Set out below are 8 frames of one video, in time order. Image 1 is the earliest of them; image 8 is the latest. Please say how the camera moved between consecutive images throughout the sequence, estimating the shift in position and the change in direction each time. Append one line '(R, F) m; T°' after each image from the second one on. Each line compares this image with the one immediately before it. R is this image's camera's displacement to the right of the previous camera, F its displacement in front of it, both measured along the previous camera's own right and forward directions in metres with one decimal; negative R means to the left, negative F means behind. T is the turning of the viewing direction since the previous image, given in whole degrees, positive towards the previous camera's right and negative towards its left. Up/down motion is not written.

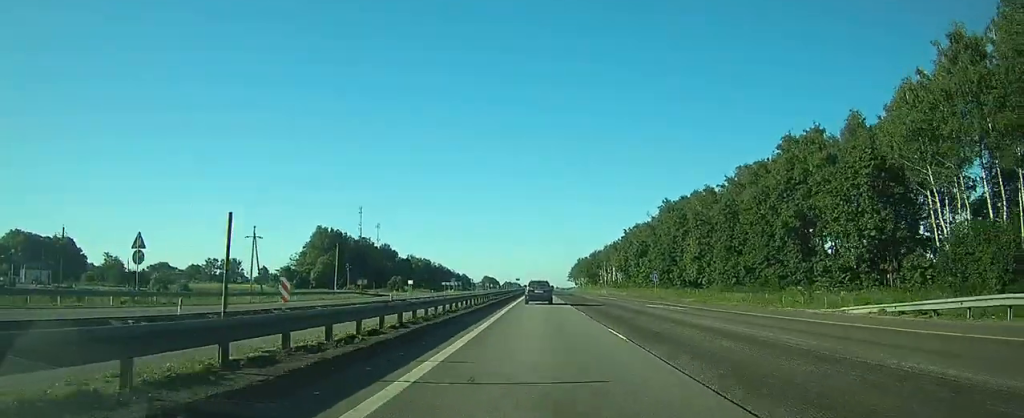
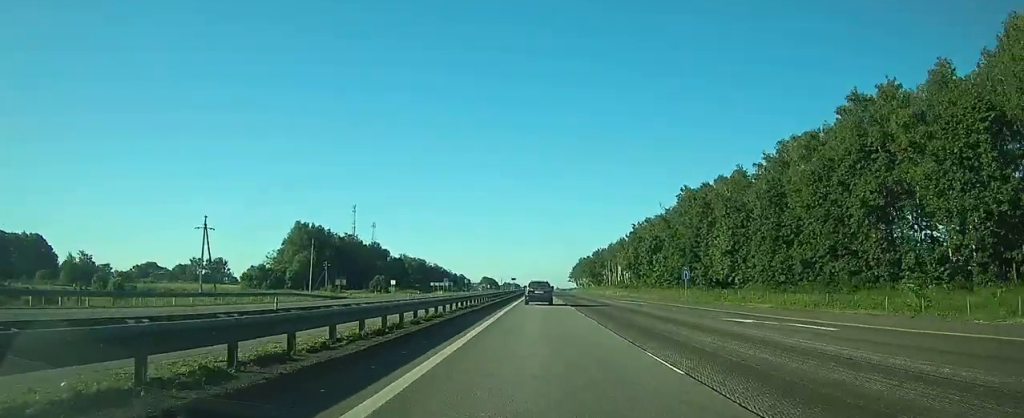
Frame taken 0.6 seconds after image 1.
(0.0, +17.7) m; 0°
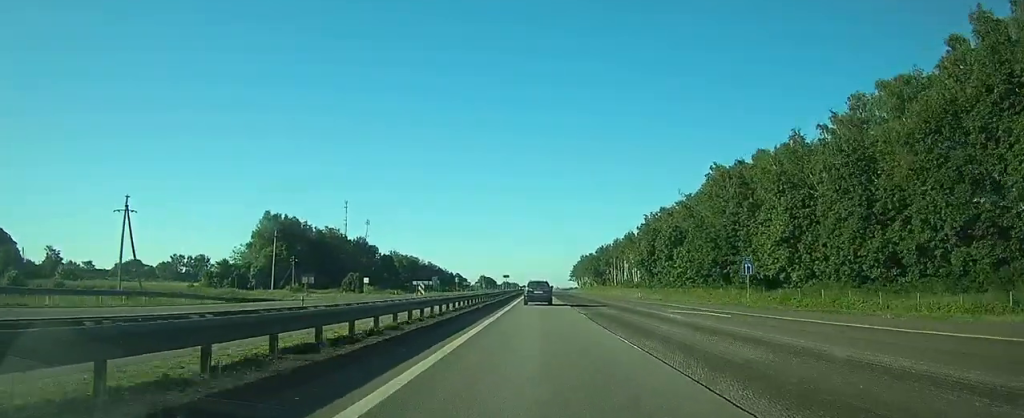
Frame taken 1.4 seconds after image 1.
(+0.1, +20.6) m; 0°
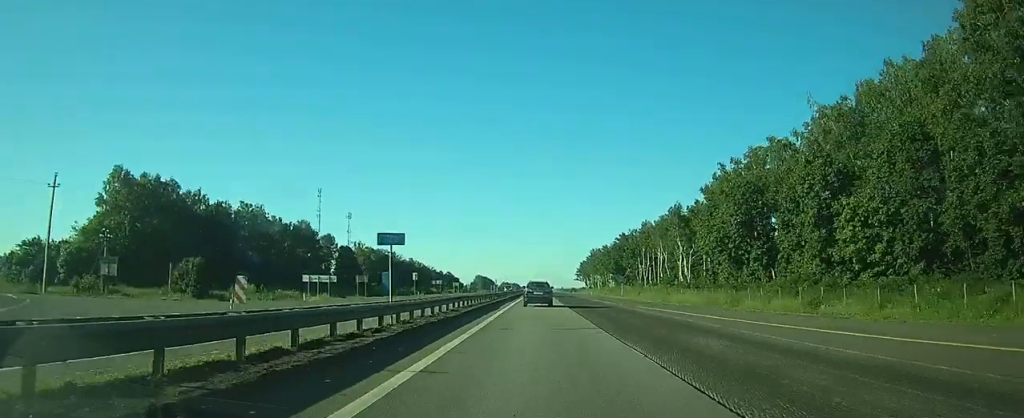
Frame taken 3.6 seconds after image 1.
(-0.1, +63.0) m; 0°
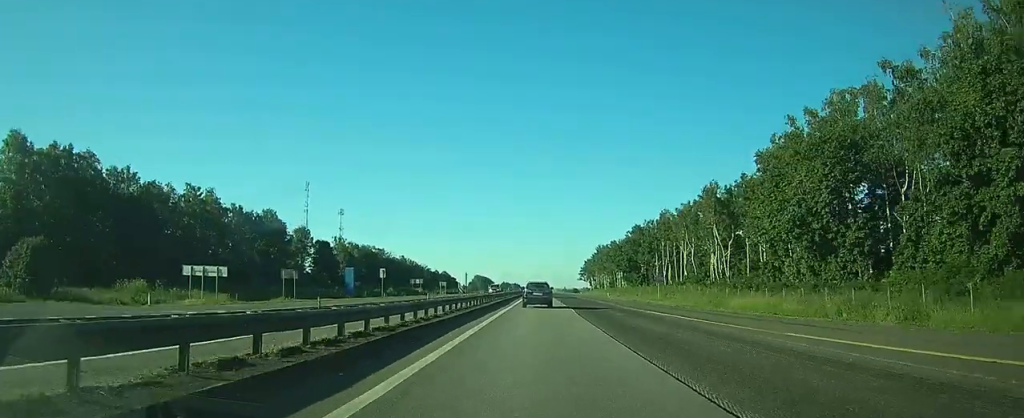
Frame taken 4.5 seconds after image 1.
(0.0, +25.5) m; 0°
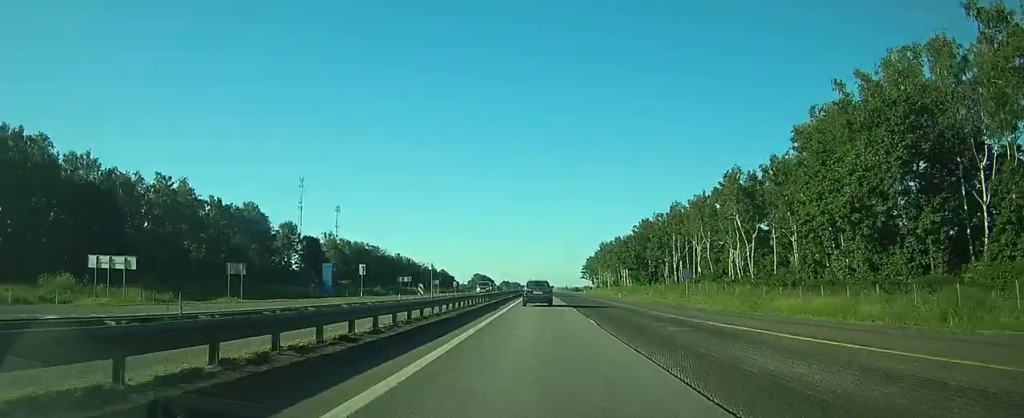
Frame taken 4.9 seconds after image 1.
(0.0, +11.3) m; 0°
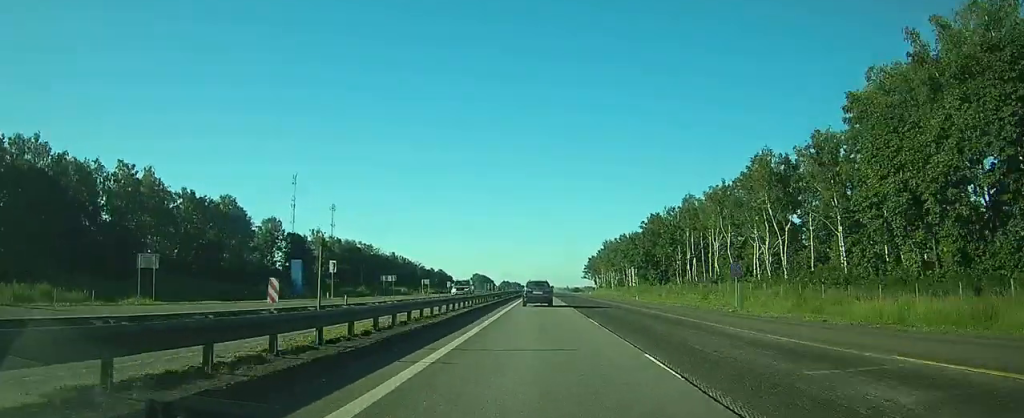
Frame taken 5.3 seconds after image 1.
(0.0, +12.3) m; 0°
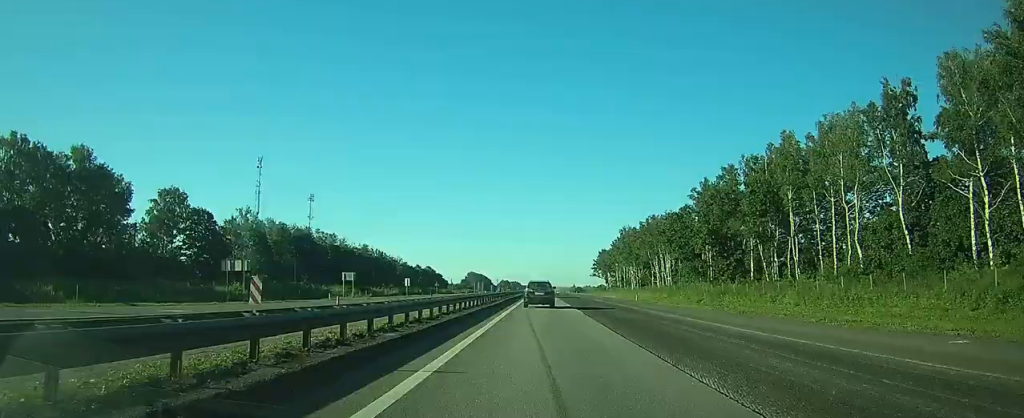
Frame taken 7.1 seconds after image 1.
(0.0, +50.8) m; 0°
